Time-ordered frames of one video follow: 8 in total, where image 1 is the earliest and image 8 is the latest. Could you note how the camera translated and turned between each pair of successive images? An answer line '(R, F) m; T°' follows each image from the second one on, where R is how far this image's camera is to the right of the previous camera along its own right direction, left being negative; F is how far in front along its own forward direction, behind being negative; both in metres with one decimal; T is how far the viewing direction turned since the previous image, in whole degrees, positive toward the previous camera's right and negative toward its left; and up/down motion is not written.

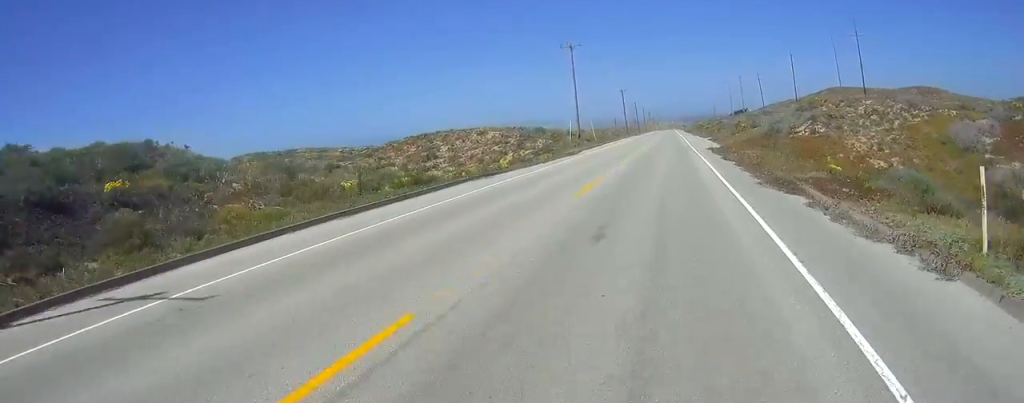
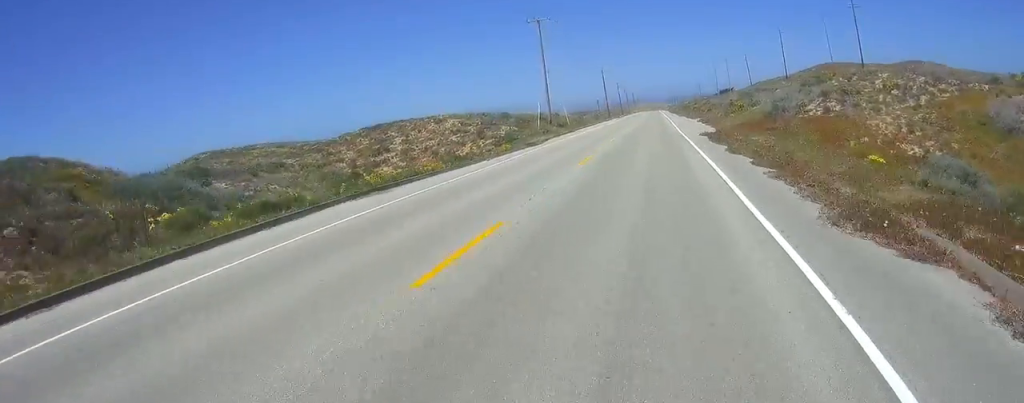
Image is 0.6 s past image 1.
(0.0, +9.6) m; 0°
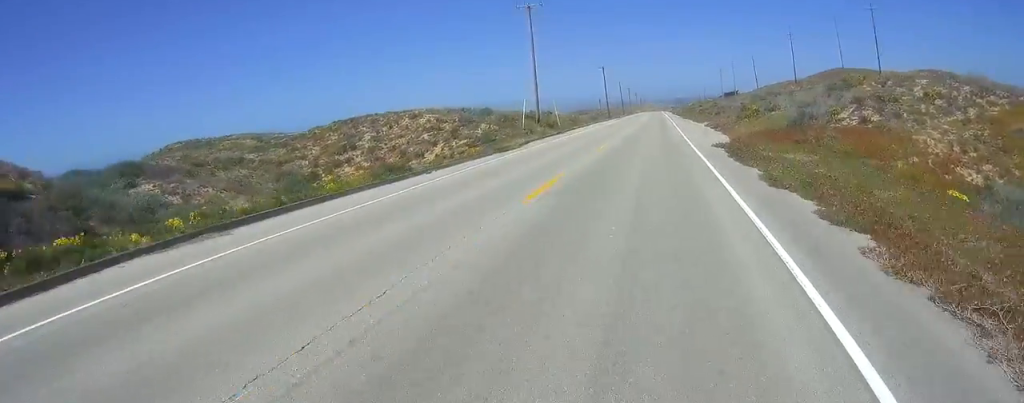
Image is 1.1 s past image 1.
(0.0, +8.0) m; 0°
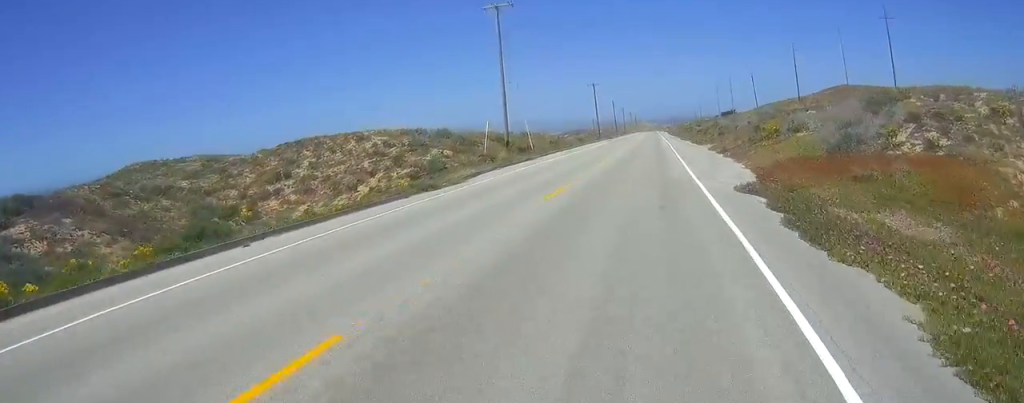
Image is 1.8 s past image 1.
(0.0, +10.6) m; -1°
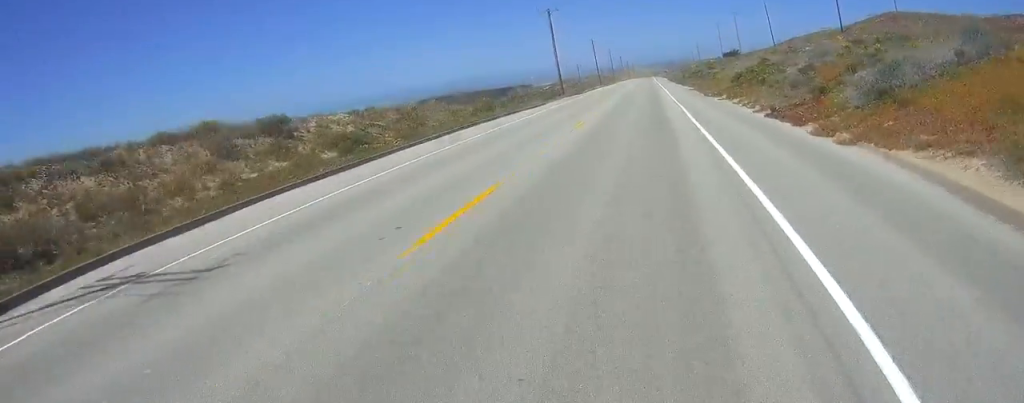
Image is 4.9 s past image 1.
(-0.7, +50.5) m; -1°
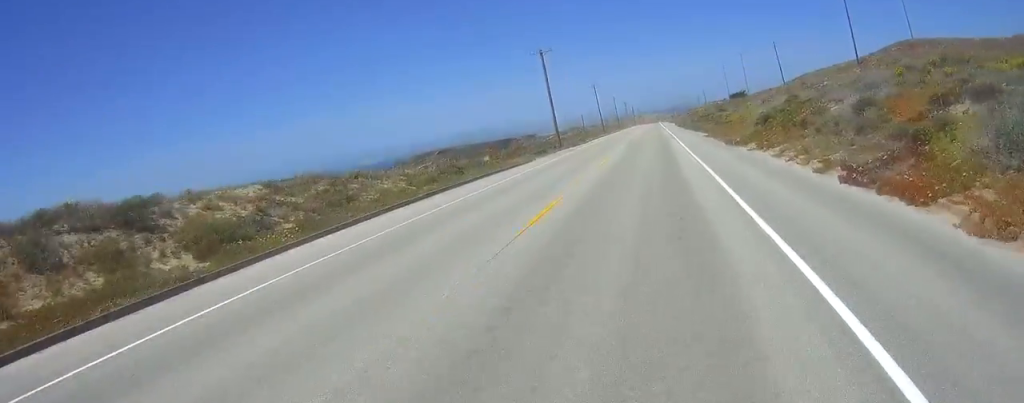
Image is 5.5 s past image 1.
(0.0, +9.1) m; +1°
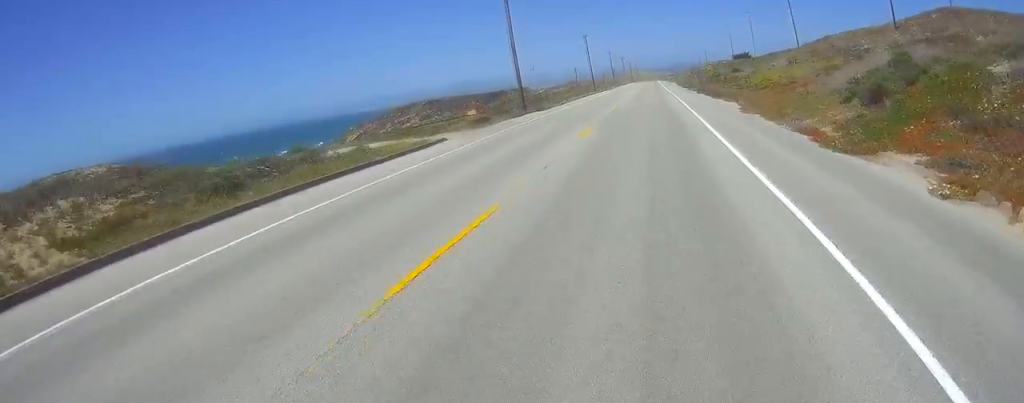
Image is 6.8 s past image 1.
(+0.3, +20.8) m; +1°
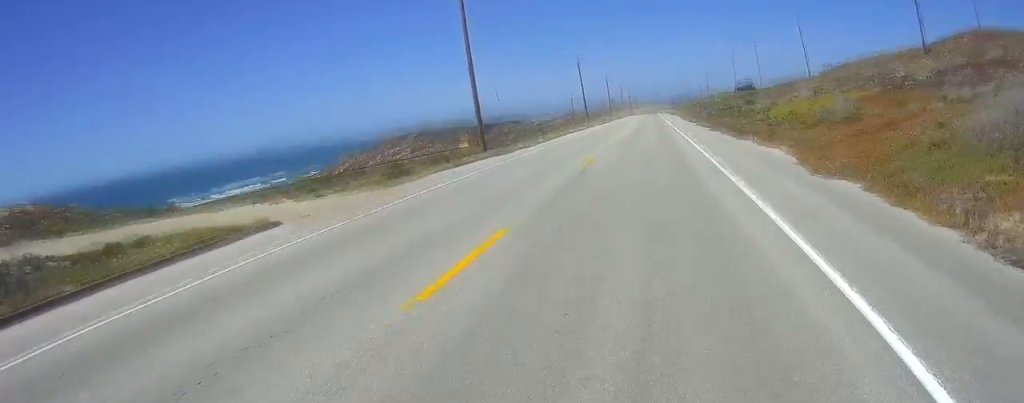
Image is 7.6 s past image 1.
(0.0, +13.5) m; 0°
